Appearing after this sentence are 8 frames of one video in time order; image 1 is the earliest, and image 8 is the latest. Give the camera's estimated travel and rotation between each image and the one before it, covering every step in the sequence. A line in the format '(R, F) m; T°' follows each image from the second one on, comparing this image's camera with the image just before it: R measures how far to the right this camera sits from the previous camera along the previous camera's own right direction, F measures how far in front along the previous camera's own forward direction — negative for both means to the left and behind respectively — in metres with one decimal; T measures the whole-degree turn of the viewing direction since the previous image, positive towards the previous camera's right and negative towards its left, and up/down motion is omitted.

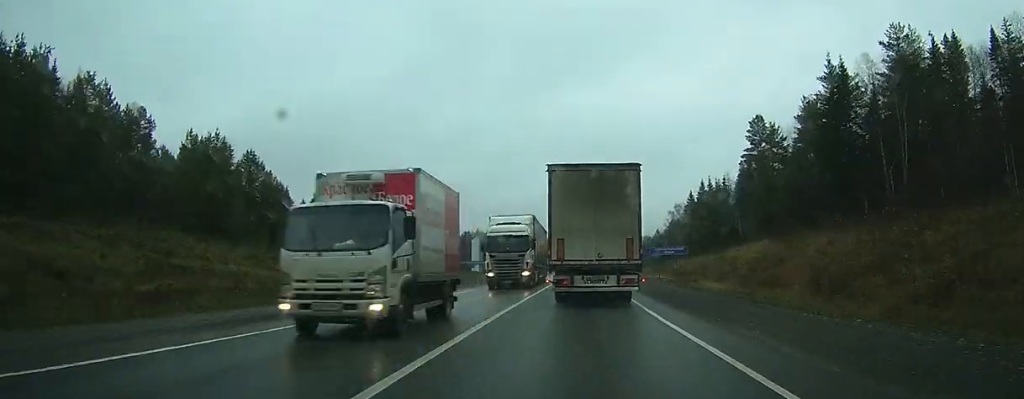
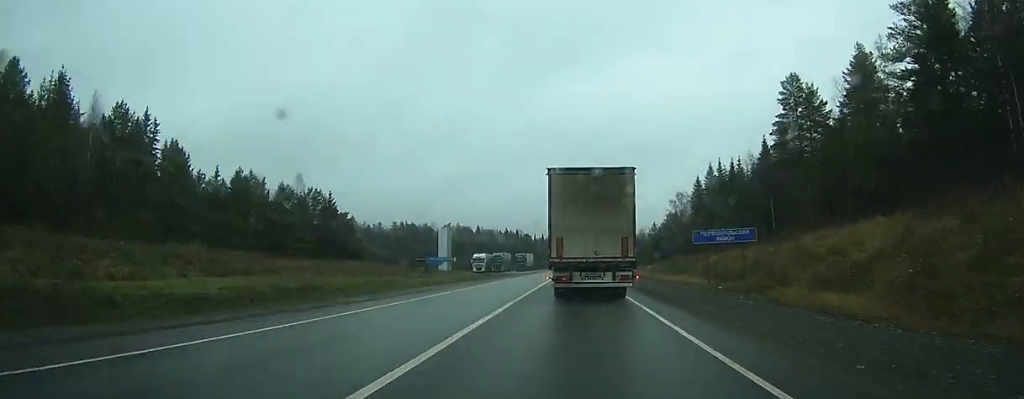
(+0.1, +25.7) m; +1°
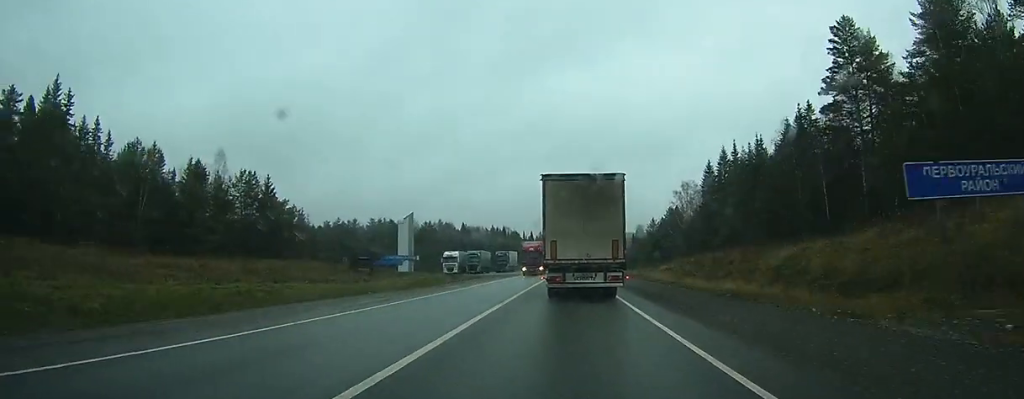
(+0.1, +23.1) m; 0°
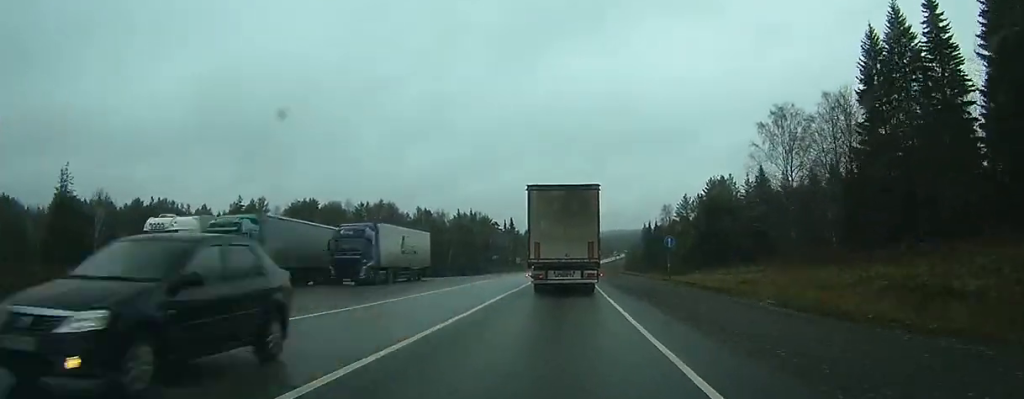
(+0.6, +76.2) m; +1°
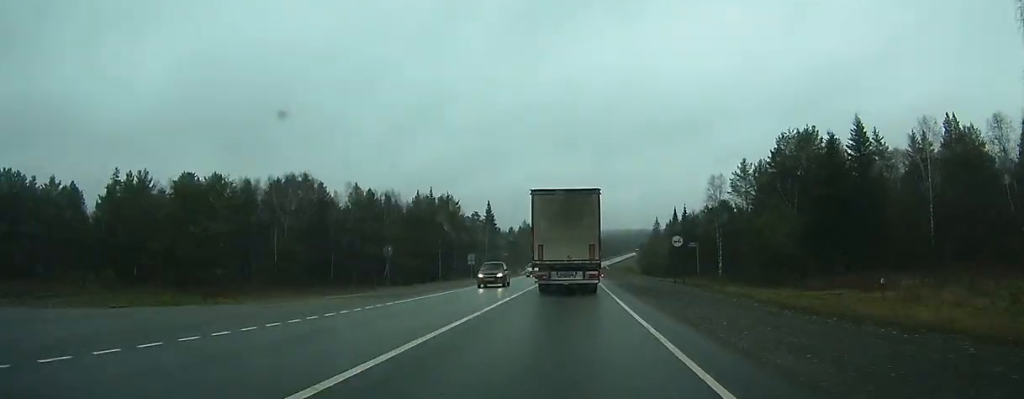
(+0.4, +54.6) m; +1°
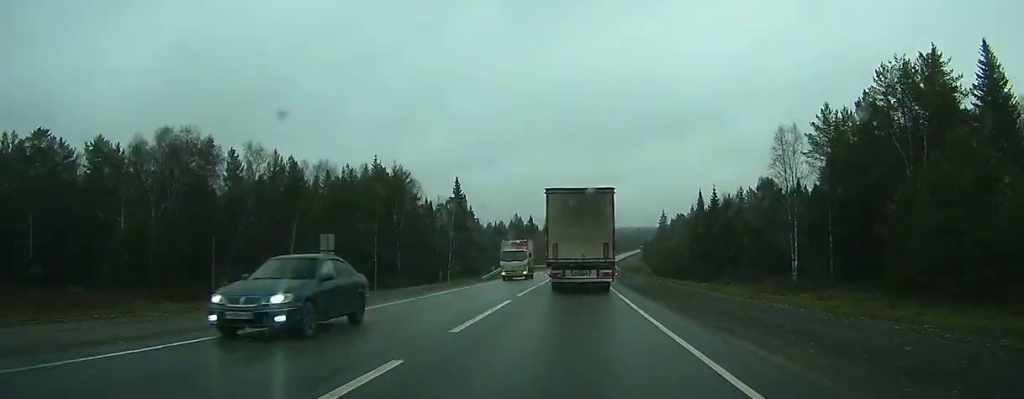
(+0.1, +40.0) m; 0°
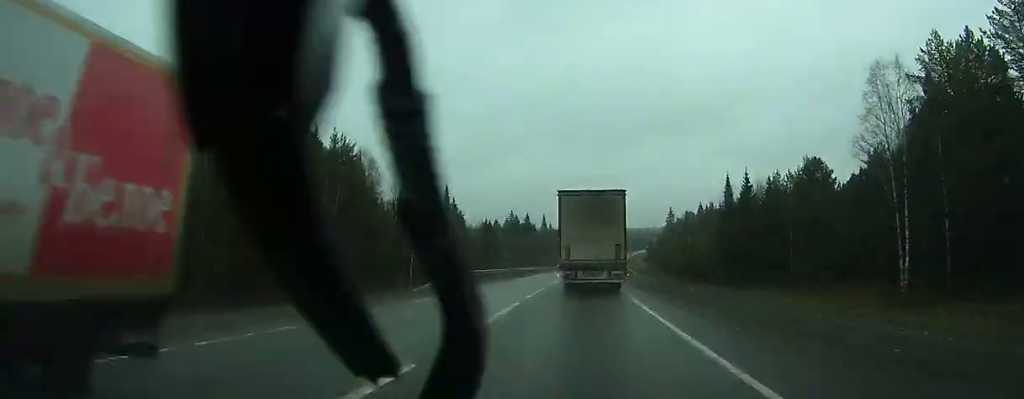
(-0.1, +26.2) m; +1°
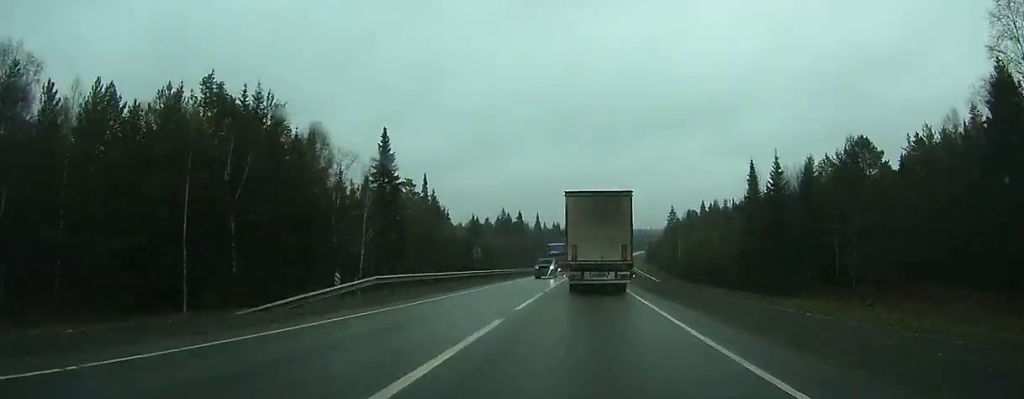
(-0.2, +18.5) m; 0°
